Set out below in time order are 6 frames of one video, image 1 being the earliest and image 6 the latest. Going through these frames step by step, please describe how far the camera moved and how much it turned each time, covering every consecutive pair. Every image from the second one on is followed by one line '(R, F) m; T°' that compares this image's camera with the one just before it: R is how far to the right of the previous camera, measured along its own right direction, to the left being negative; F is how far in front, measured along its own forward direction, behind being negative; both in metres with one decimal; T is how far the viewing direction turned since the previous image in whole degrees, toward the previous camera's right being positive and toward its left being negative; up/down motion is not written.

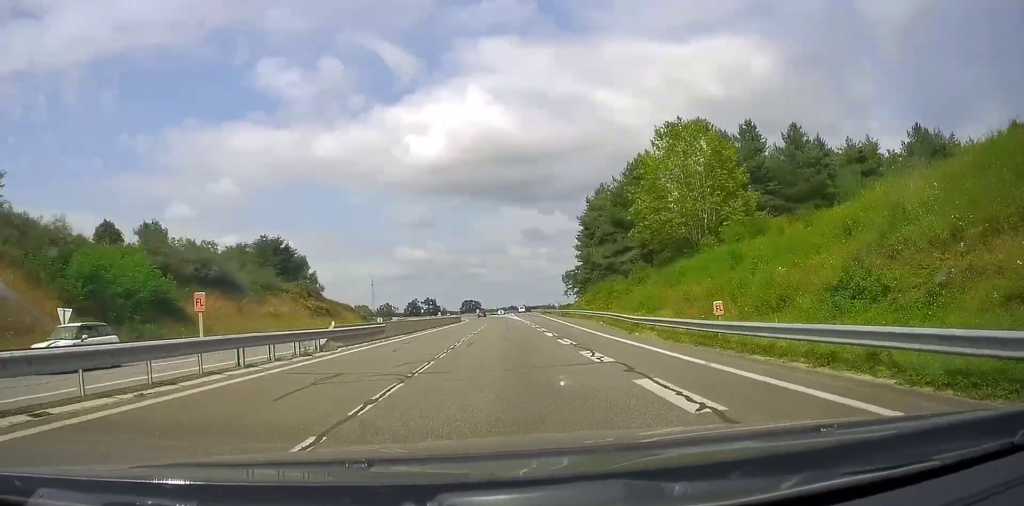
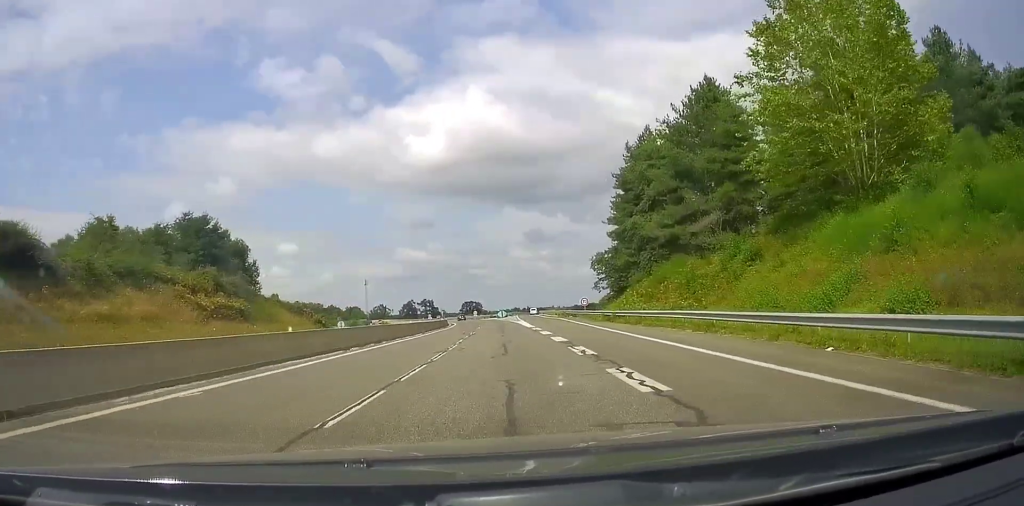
(+0.1, +30.5) m; 0°
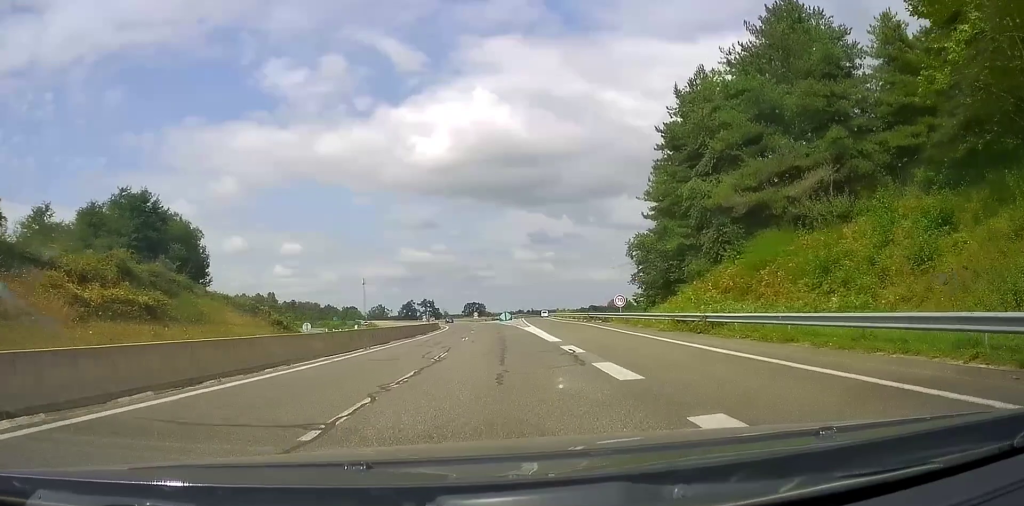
(0.0, +19.4) m; 0°
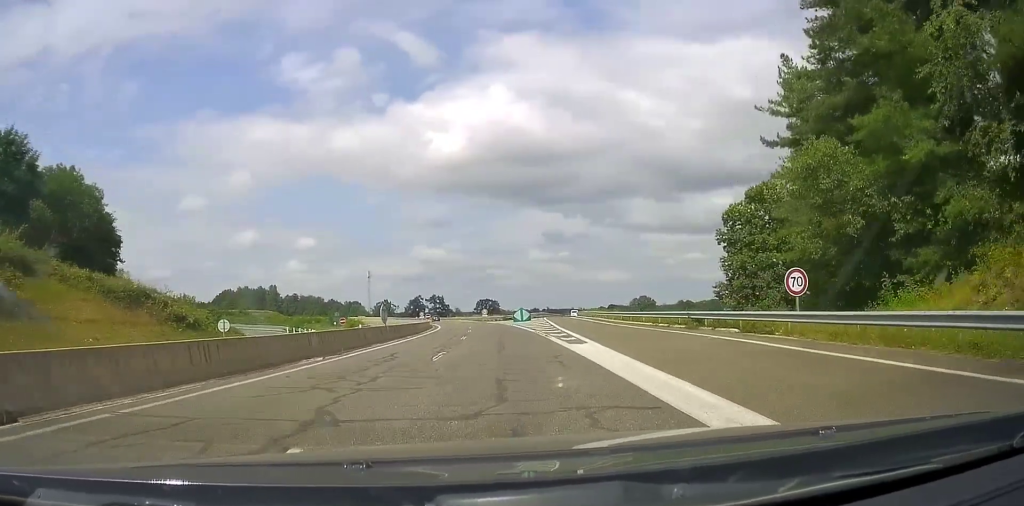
(+0.1, +30.2) m; +1°
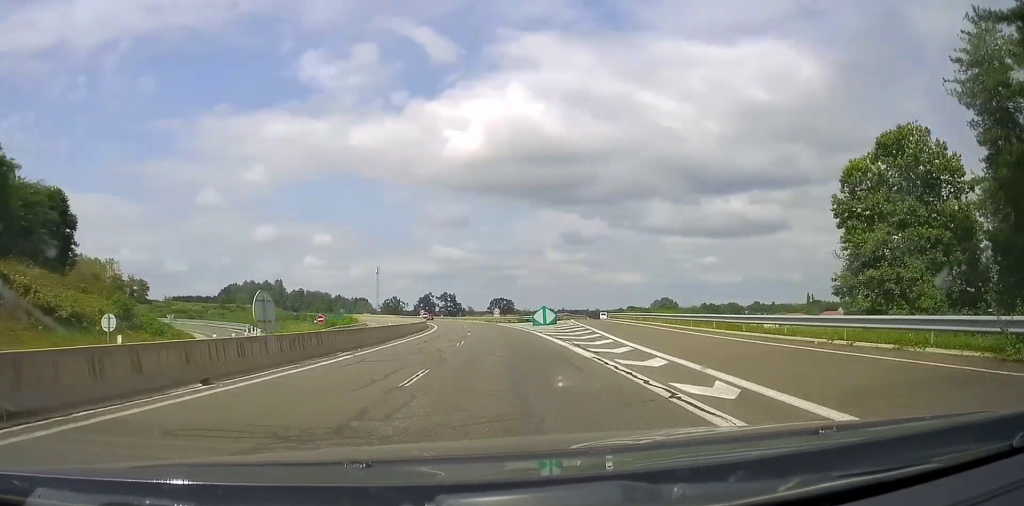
(+0.1, +20.1) m; +1°
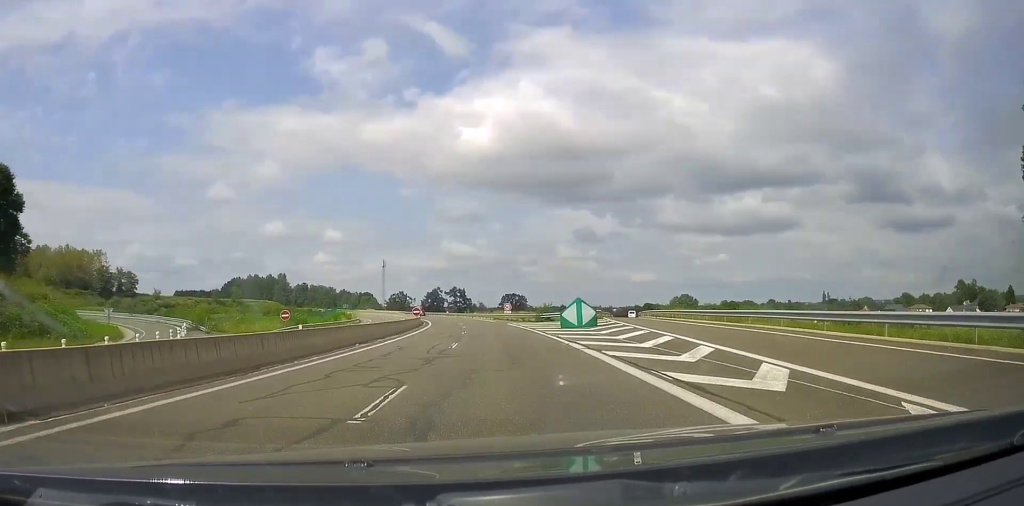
(+0.1, +17.2) m; 0°
